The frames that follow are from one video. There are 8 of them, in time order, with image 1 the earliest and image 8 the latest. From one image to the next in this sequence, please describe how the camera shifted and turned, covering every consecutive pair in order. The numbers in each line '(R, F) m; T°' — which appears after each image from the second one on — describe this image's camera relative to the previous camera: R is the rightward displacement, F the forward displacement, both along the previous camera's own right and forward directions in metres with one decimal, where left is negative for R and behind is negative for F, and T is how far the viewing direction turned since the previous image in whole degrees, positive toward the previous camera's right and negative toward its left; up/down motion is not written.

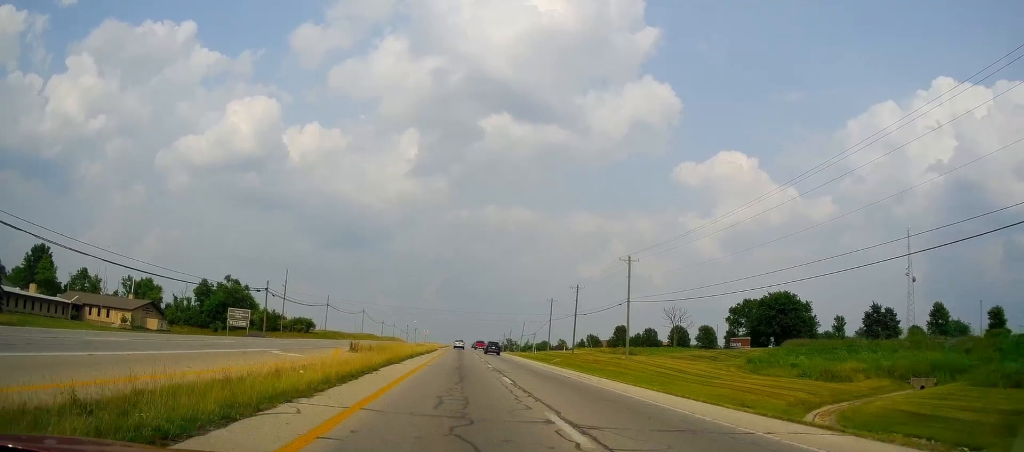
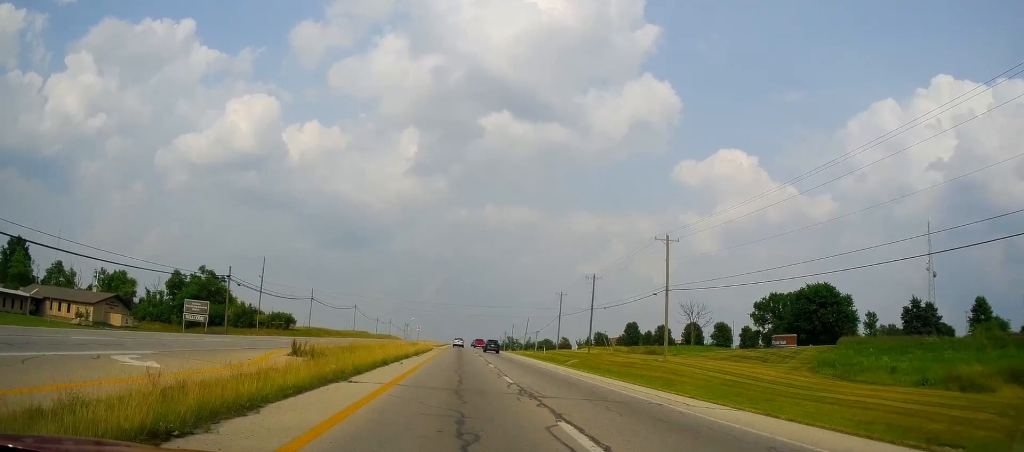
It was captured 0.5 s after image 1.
(0.0, +13.1) m; 0°
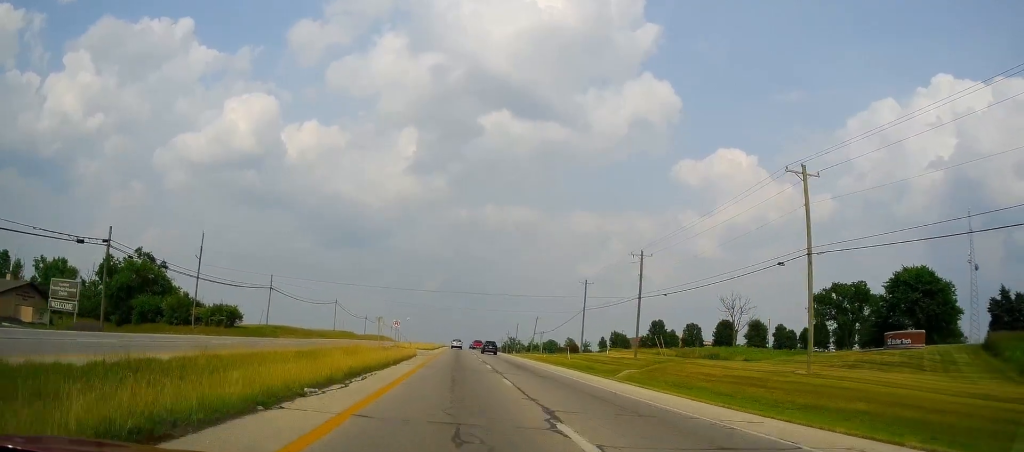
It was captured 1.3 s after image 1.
(+0.1, +24.4) m; 0°
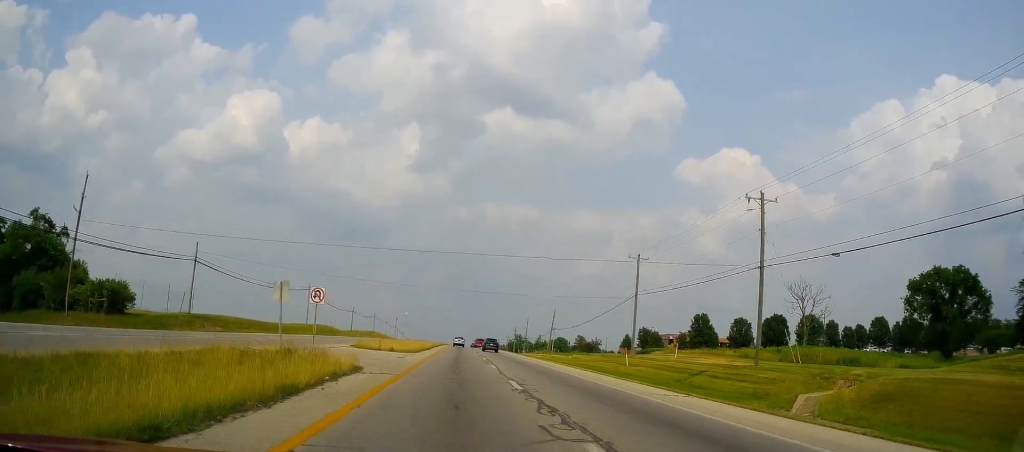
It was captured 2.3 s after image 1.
(-0.1, +27.3) m; -1°
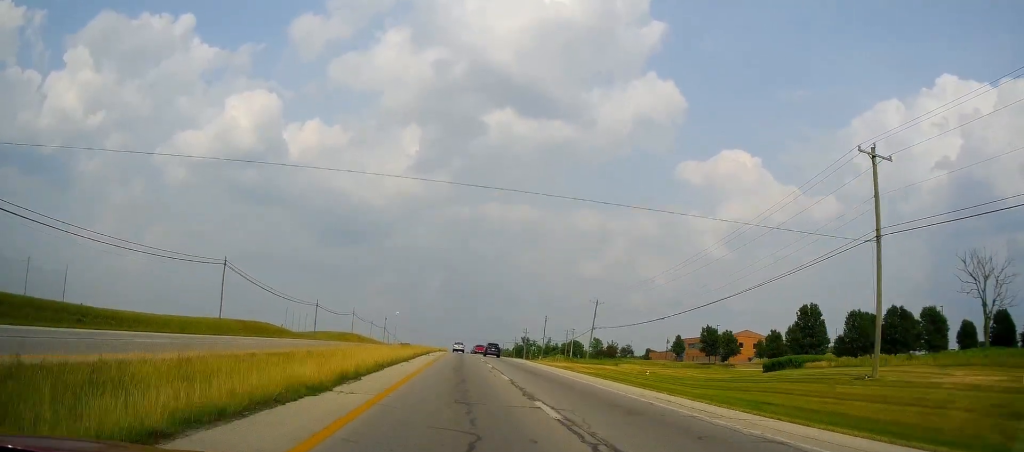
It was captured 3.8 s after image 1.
(-0.2, +42.3) m; 0°
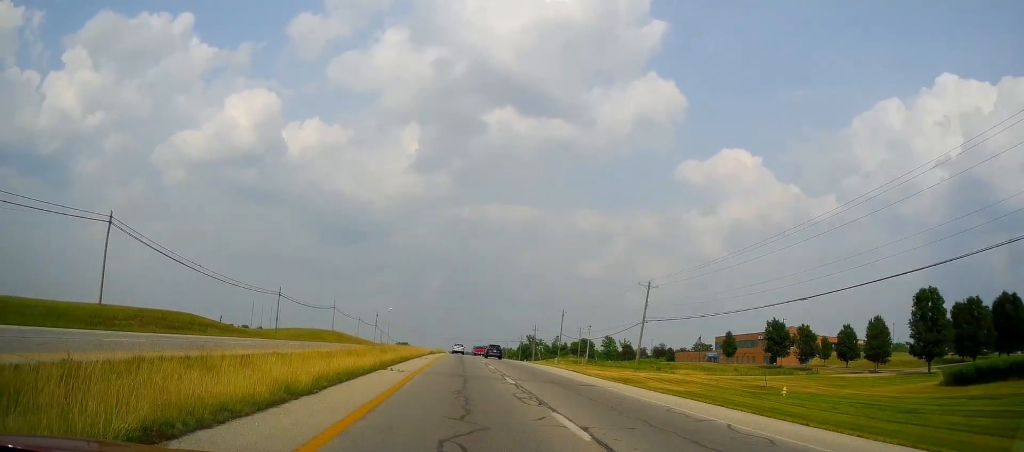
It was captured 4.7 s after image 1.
(-0.2, +26.5) m; 0°
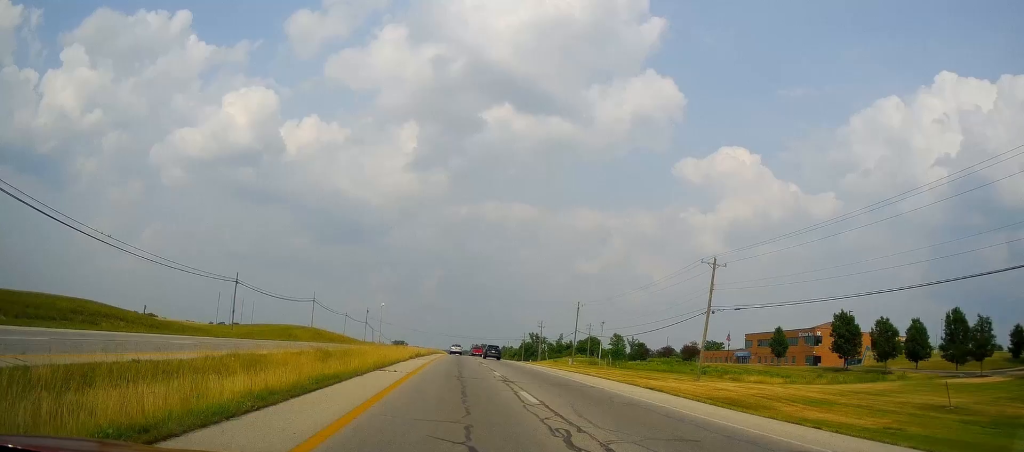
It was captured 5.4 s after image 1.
(0.0, +19.0) m; +1°
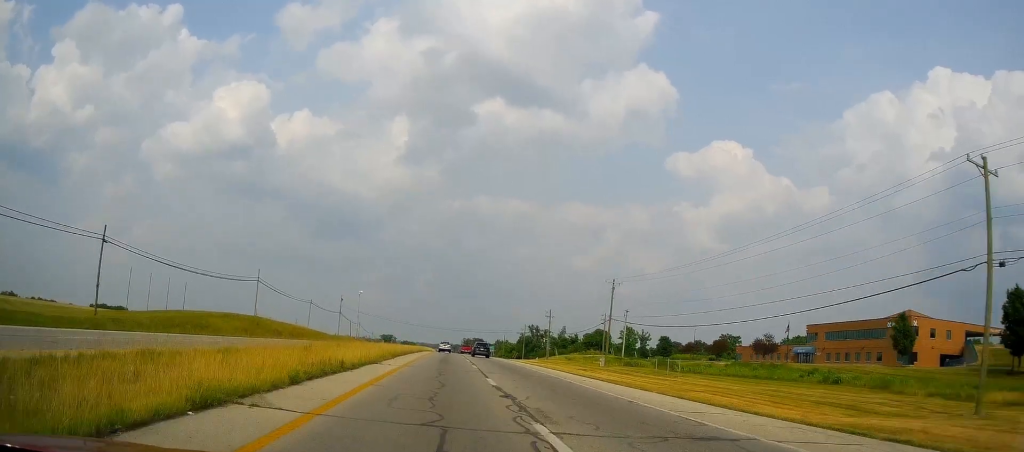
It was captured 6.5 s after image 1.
(+0.4, +31.5) m; +1°
